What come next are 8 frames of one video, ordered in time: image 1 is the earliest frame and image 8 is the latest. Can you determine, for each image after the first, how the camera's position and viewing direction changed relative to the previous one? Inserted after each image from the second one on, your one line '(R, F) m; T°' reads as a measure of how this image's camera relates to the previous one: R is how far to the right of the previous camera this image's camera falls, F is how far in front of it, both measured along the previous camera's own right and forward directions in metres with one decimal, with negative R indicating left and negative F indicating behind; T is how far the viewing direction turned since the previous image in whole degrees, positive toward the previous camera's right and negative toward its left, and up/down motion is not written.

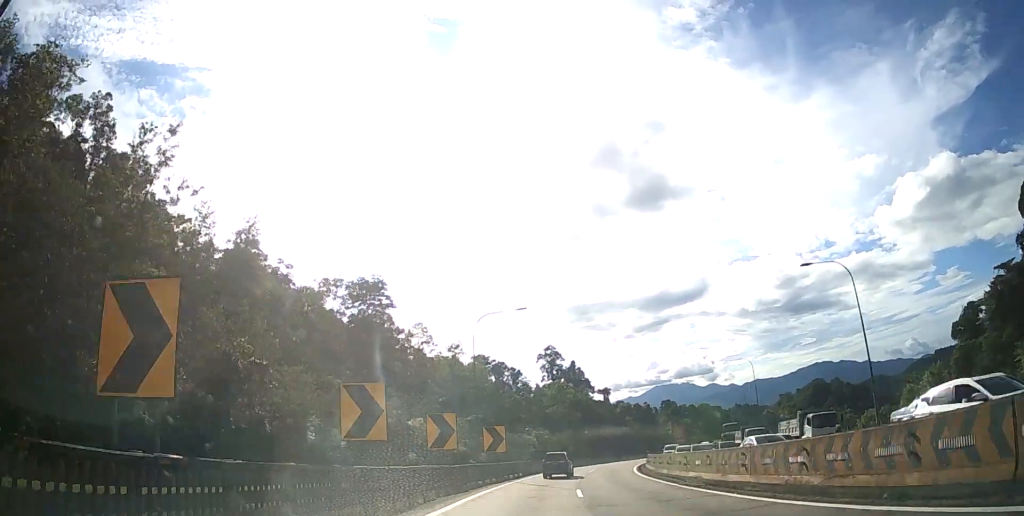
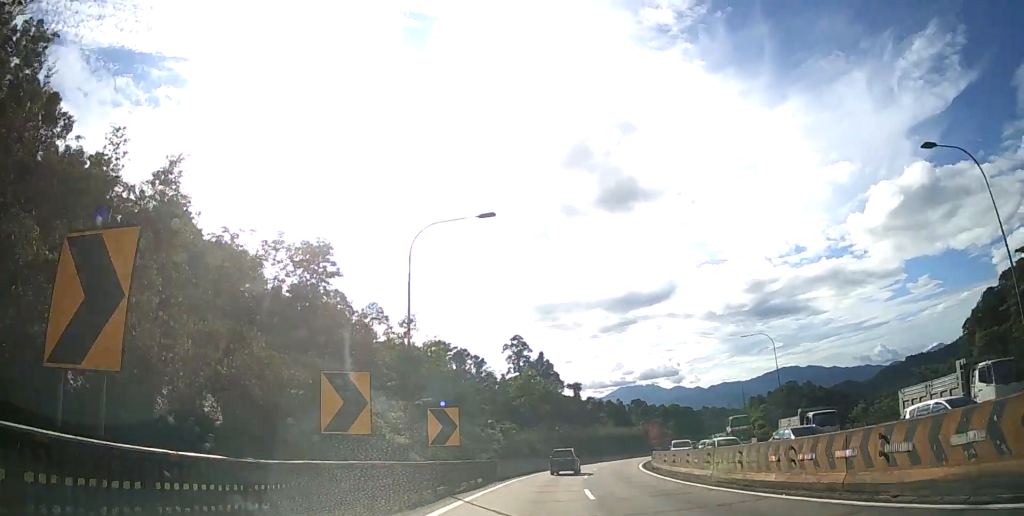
(+0.6, +15.6) m; +4°
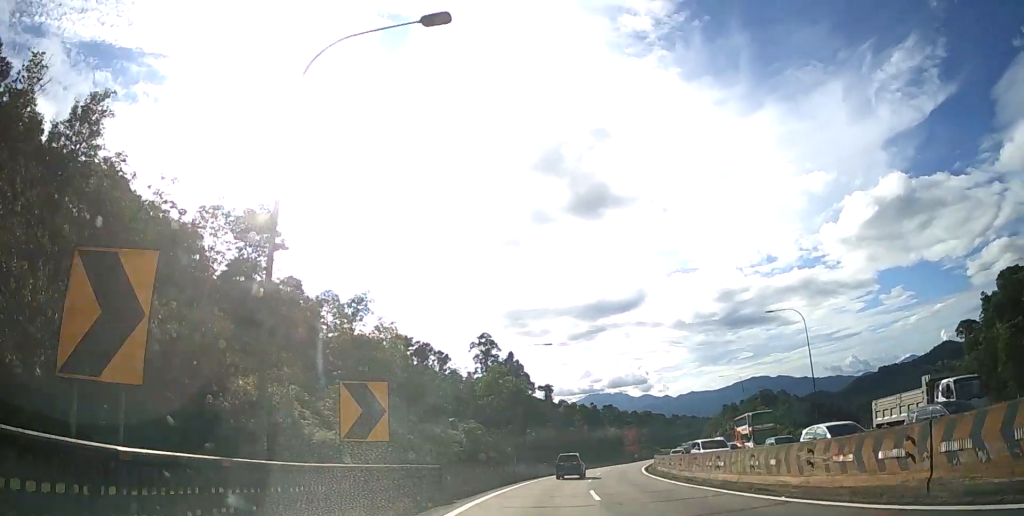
(+0.2, +13.1) m; +3°
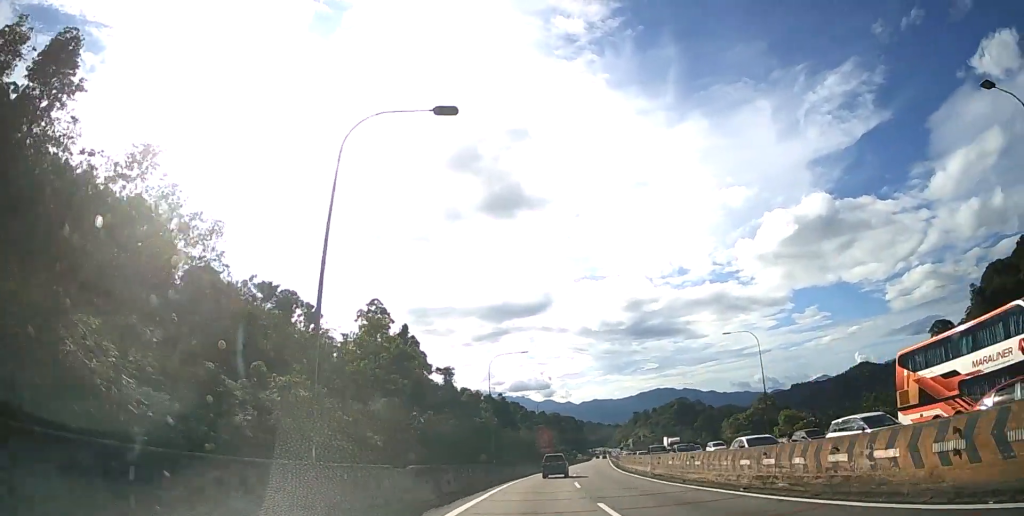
(+2.7, +34.7) m; +9°
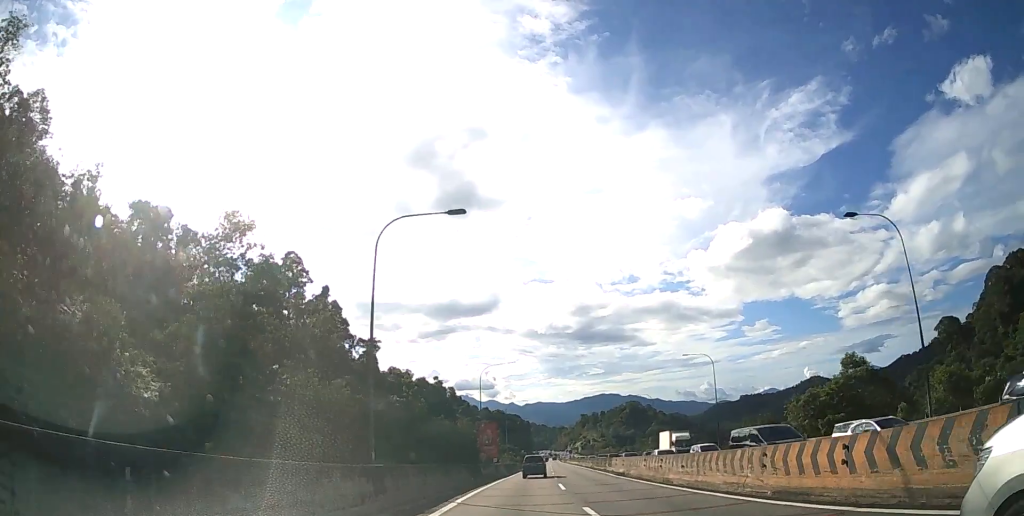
(+2.1, +29.4) m; +7°
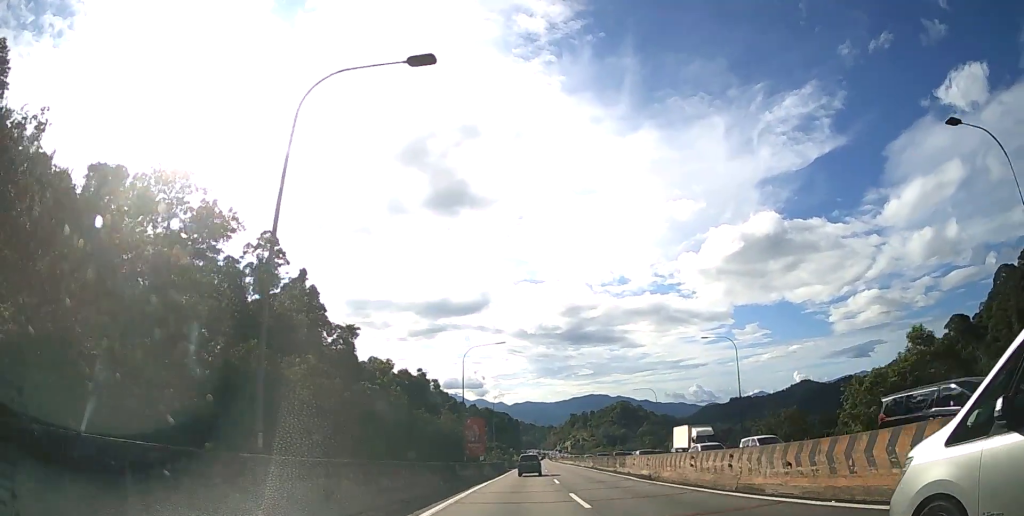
(+0.1, +9.6) m; +1°
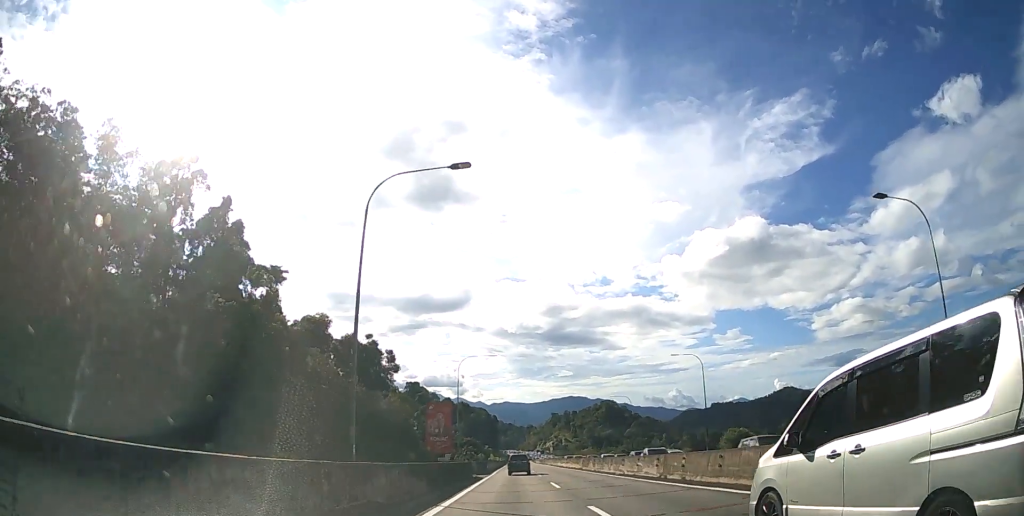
(+1.1, +31.2) m; +3°
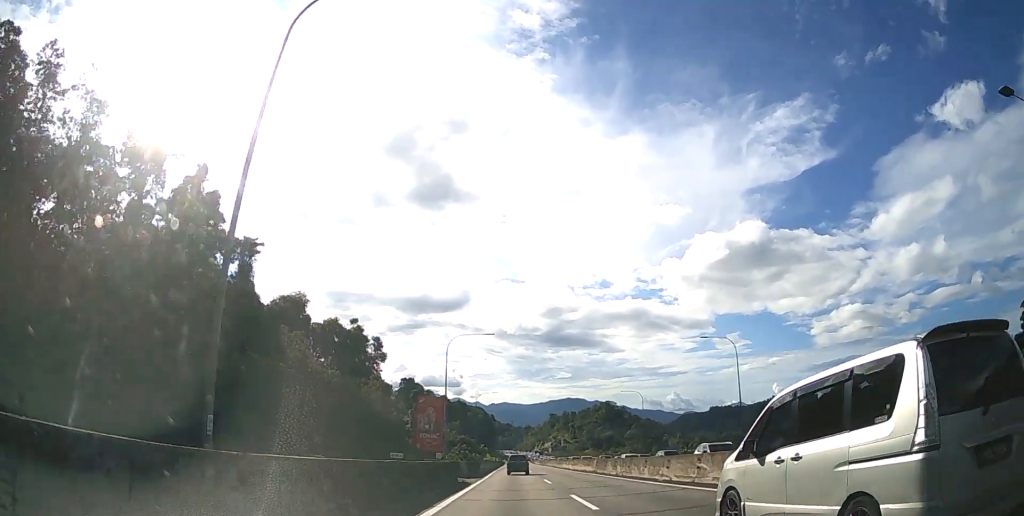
(0.0, +10.0) m; 0°
